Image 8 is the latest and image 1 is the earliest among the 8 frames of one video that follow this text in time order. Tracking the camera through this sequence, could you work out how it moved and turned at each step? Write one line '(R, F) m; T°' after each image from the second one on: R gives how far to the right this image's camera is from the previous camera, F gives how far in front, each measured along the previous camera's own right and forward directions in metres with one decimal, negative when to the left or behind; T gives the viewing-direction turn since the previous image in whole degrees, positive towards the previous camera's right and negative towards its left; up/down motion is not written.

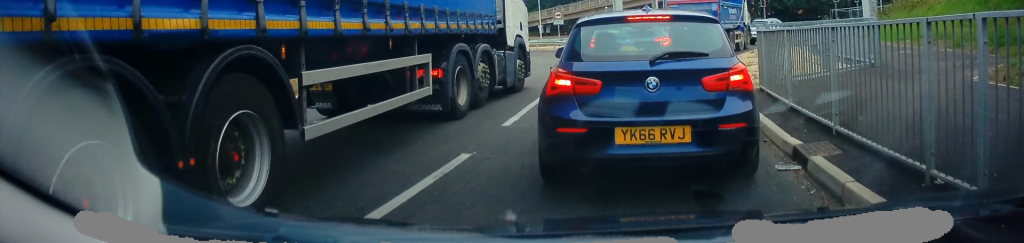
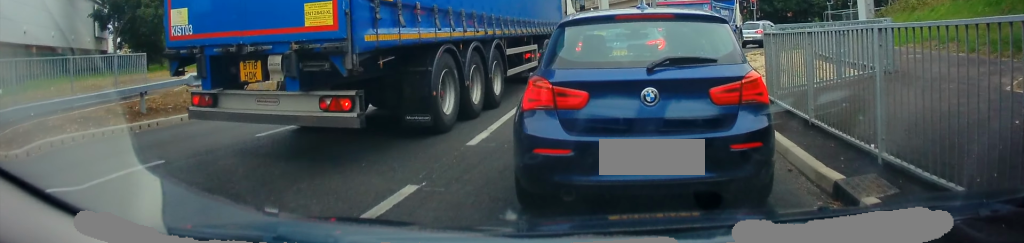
(+0.5, +1.9) m; +7°
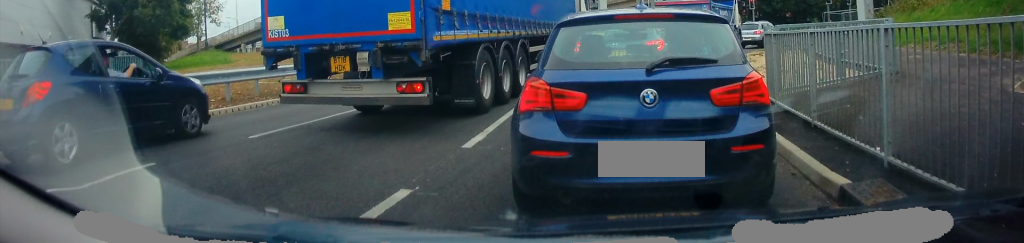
(-0.1, +0.2) m; 0°
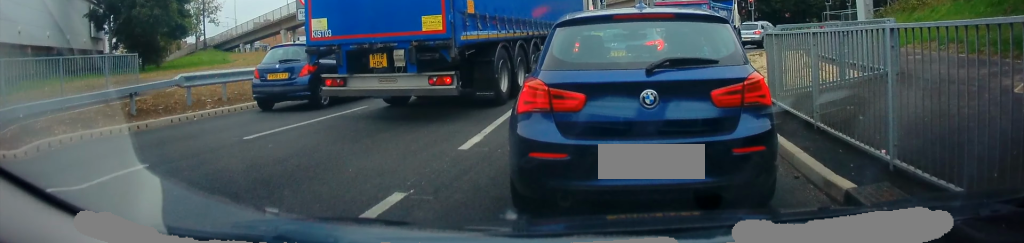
(0.0, 0.0) m; 0°
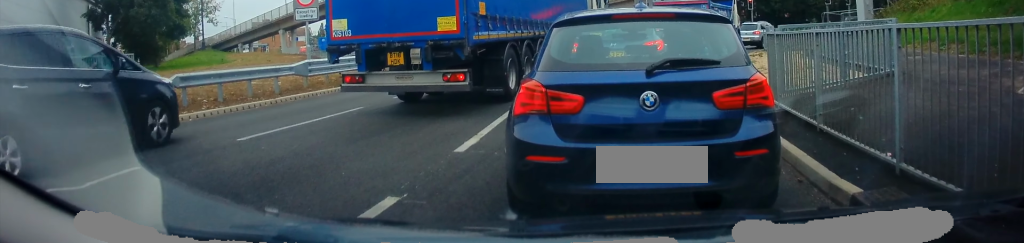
(0.0, 0.0) m; 0°
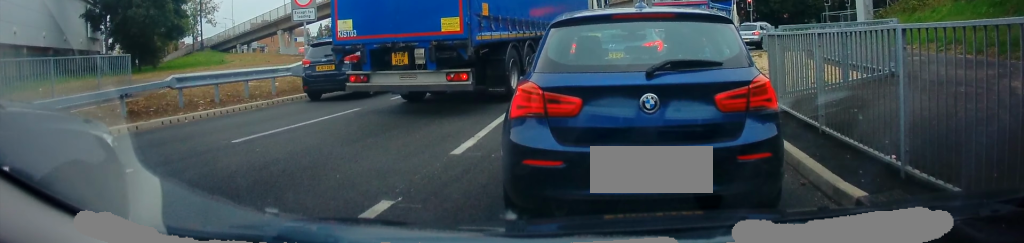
(0.0, 0.0) m; 0°
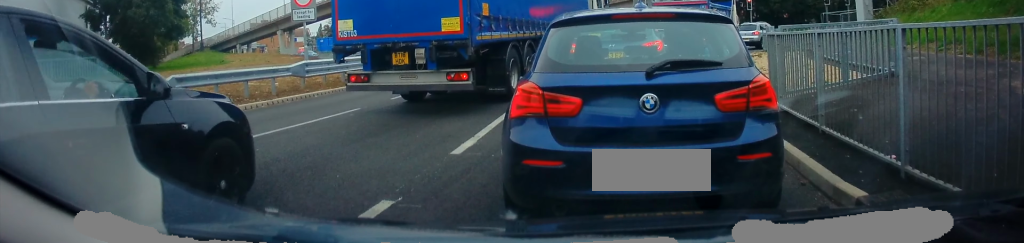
(0.0, 0.0) m; 0°
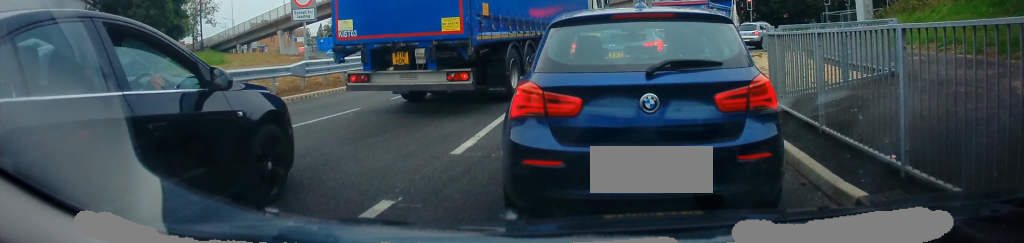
(0.0, 0.0) m; 0°
